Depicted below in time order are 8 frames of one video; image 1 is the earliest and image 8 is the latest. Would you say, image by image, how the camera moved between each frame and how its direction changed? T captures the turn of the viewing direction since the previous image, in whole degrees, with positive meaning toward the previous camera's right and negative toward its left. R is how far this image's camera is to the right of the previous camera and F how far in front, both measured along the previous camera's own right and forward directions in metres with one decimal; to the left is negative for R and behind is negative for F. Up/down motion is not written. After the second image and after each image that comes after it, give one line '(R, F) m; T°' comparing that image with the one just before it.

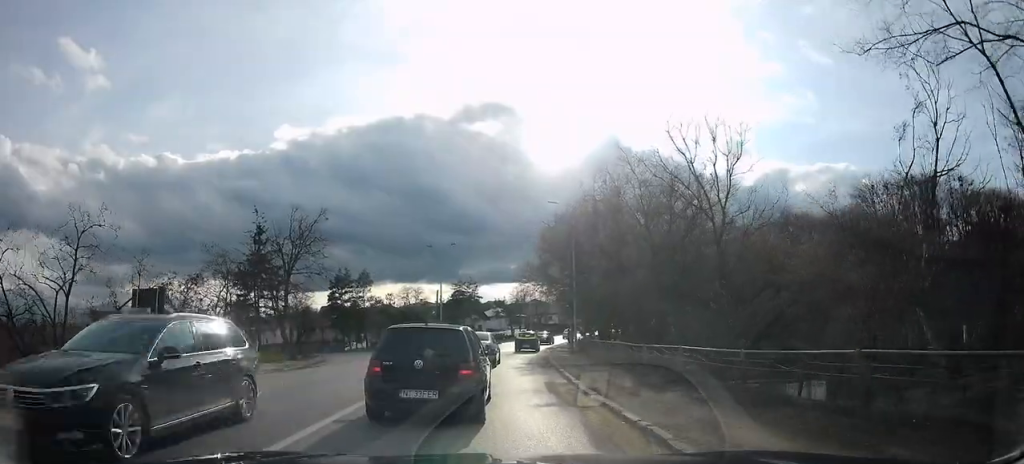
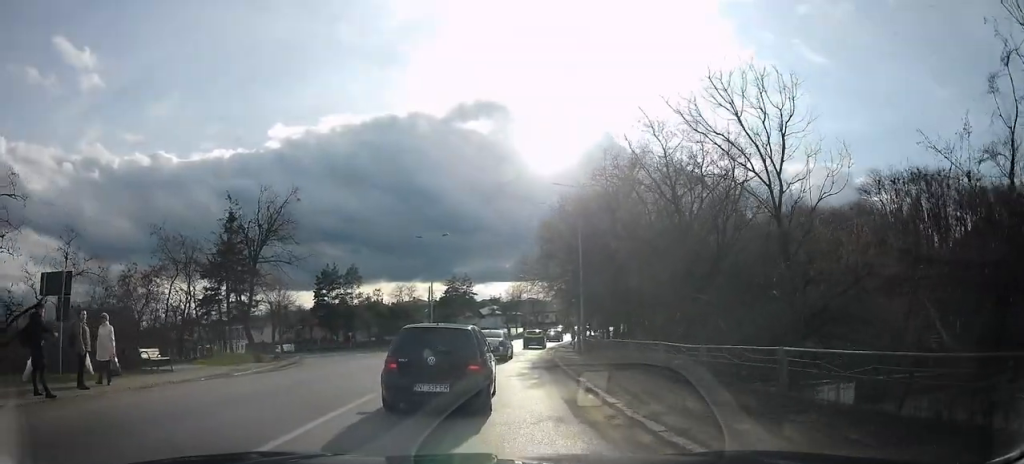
(0.0, +3.9) m; 0°
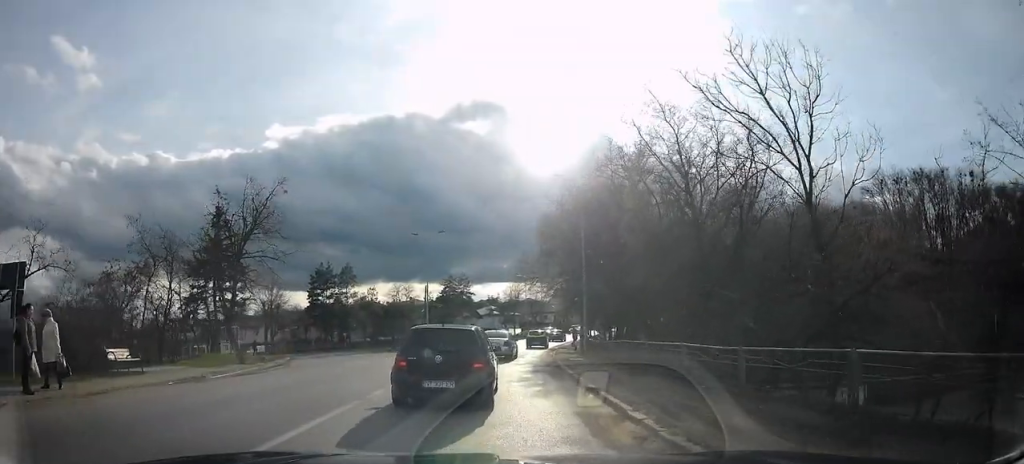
(0.0, +1.6) m; 0°
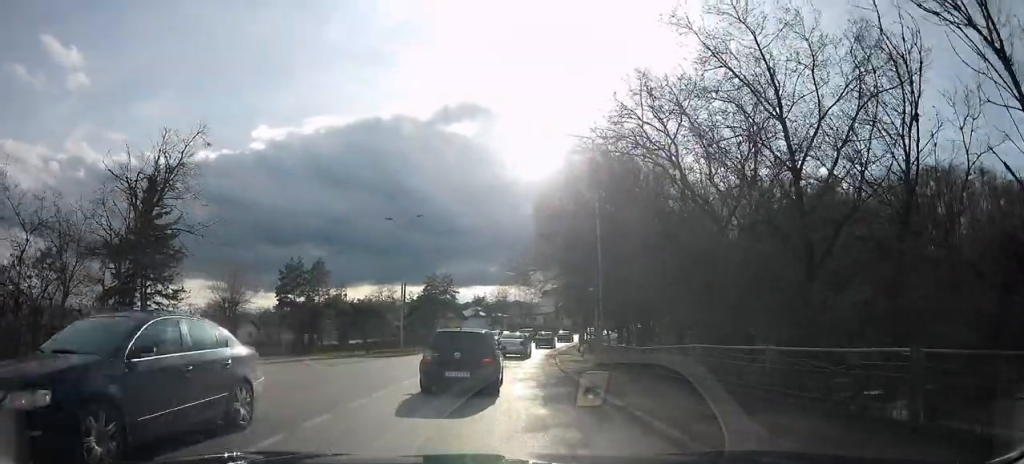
(0.0, +6.7) m; 0°
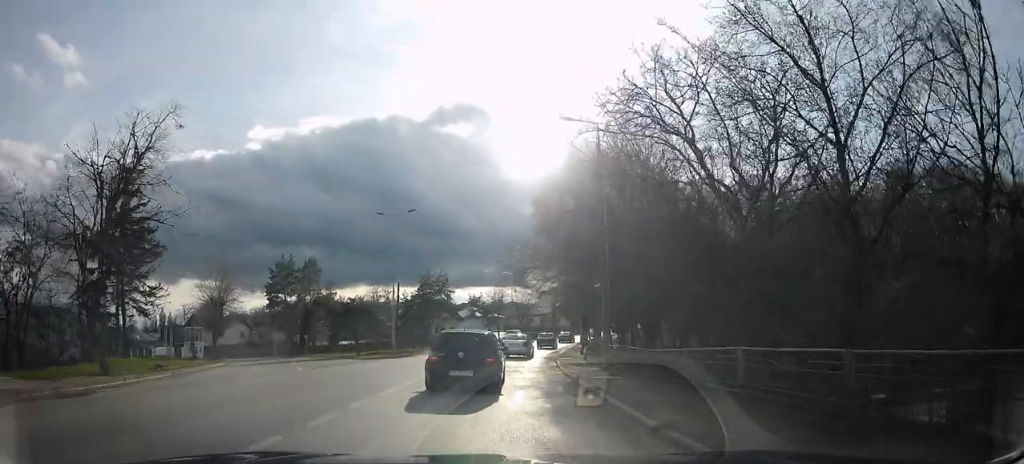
(0.0, +1.8) m; 0°
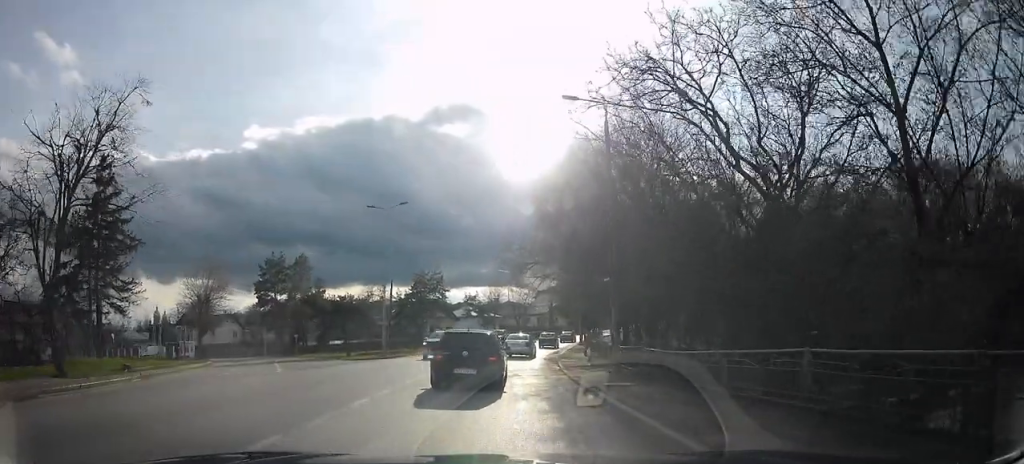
(0.0, +2.0) m; 0°
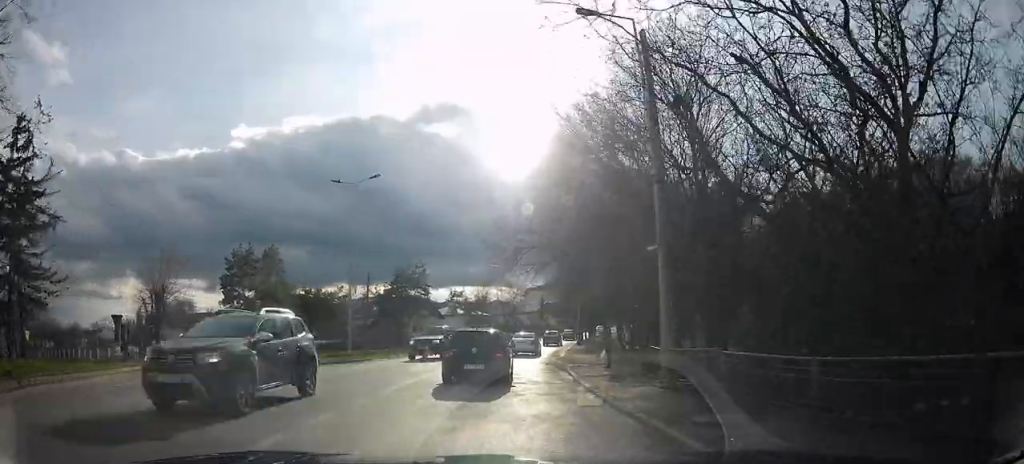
(0.0, +5.5) m; 0°
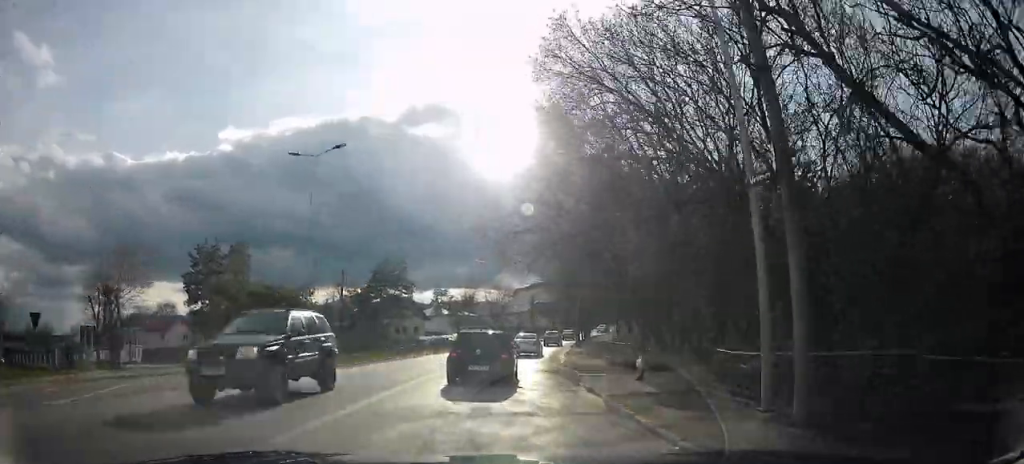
(0.0, +5.0) m; 0°
